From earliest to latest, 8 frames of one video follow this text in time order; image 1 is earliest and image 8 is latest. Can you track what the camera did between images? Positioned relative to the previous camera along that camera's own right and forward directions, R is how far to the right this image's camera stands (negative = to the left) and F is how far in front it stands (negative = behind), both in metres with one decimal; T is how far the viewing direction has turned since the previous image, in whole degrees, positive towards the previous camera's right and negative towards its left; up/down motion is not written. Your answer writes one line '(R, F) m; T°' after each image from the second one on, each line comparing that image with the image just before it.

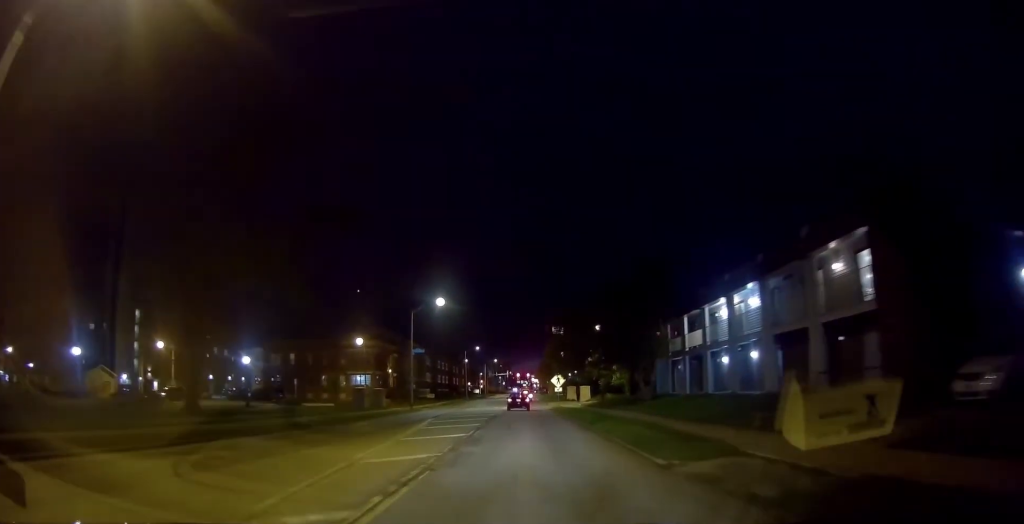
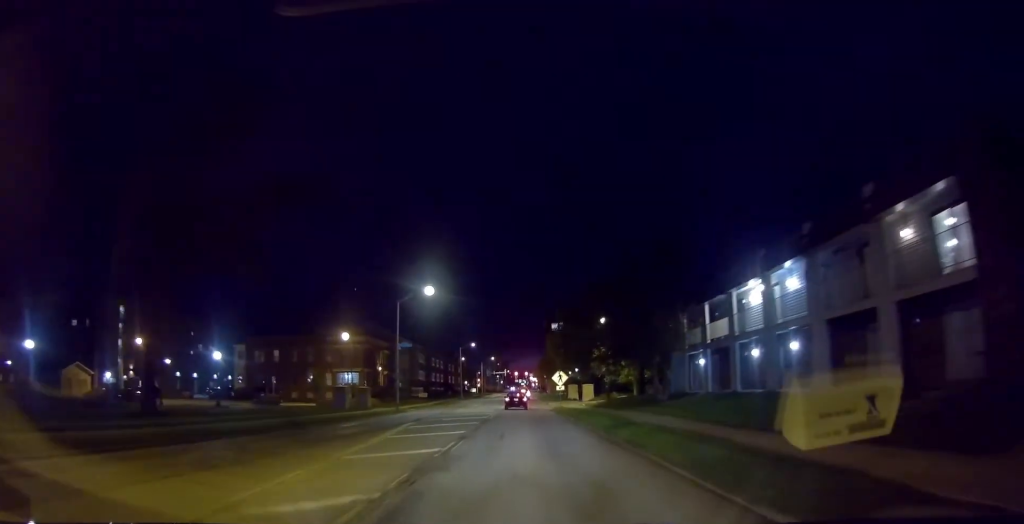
(0.0, +5.5) m; 0°
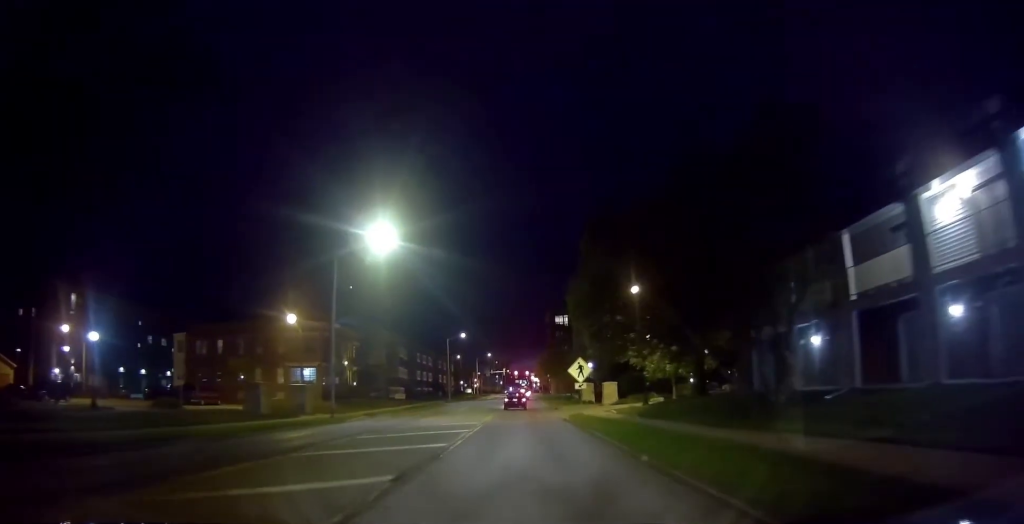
(0.0, +16.7) m; 0°
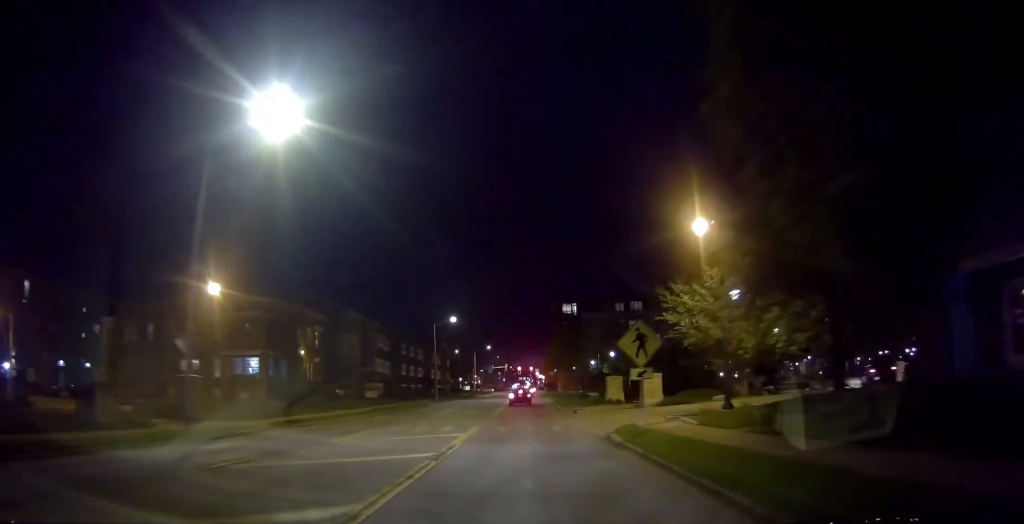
(0.0, +14.8) m; -1°
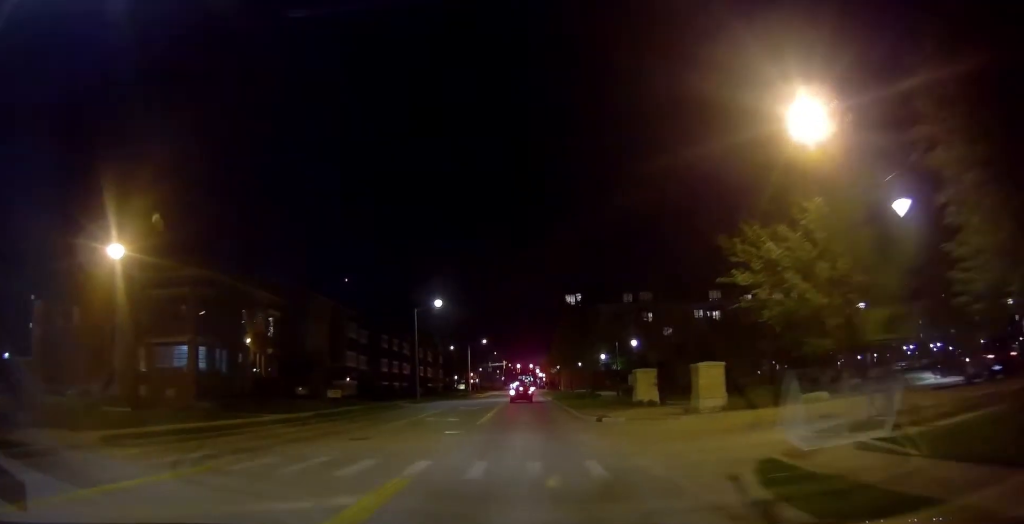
(-0.1, +10.8) m; -2°
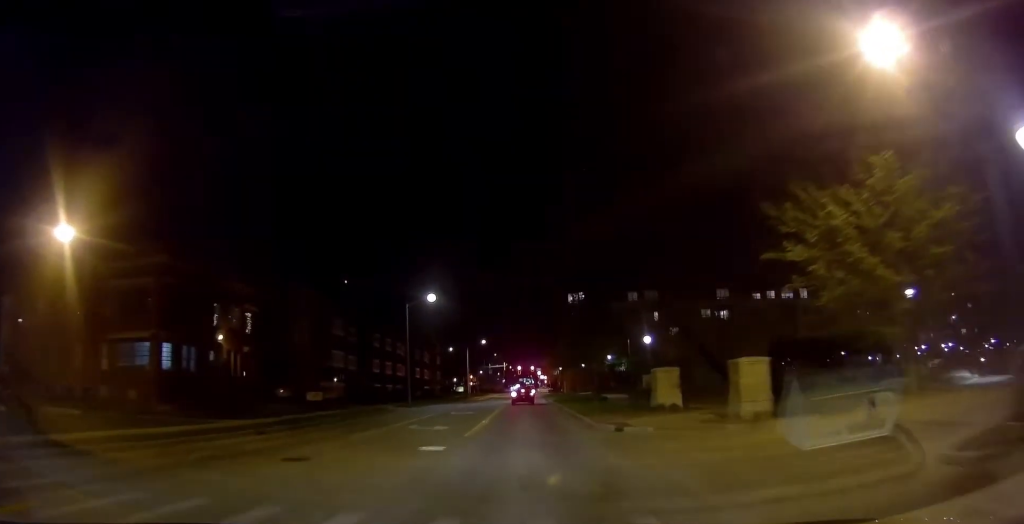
(-0.2, +4.7) m; 0°
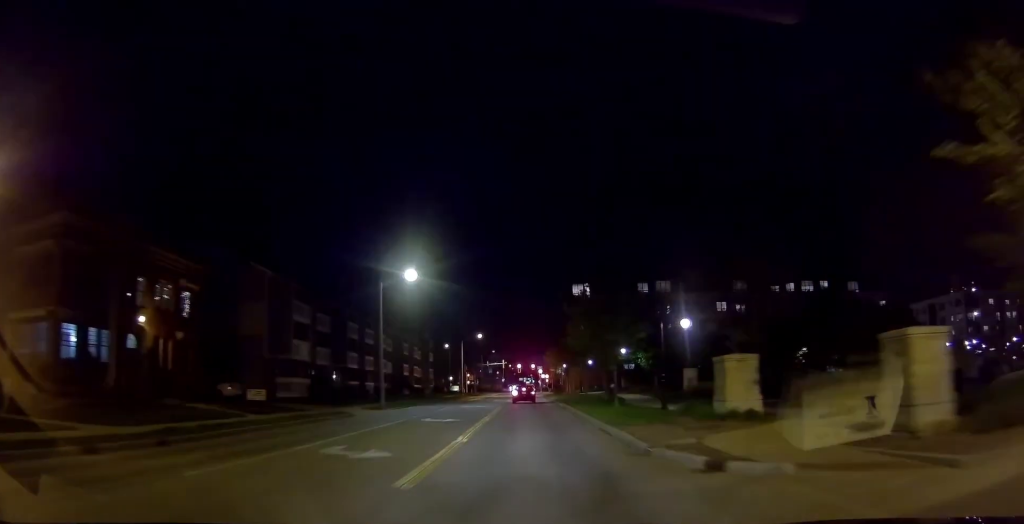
(+0.1, +9.3) m; +1°
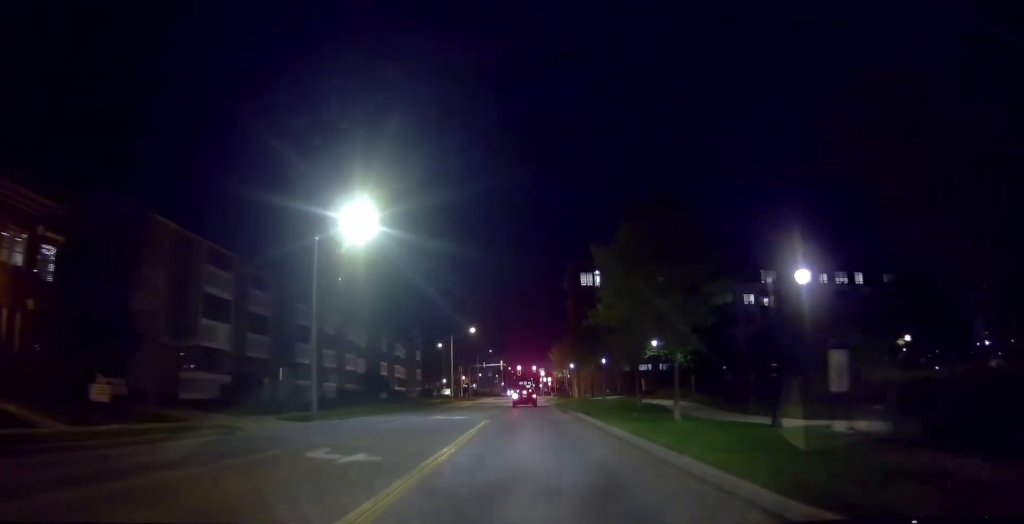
(+0.3, +13.1) m; +2°
